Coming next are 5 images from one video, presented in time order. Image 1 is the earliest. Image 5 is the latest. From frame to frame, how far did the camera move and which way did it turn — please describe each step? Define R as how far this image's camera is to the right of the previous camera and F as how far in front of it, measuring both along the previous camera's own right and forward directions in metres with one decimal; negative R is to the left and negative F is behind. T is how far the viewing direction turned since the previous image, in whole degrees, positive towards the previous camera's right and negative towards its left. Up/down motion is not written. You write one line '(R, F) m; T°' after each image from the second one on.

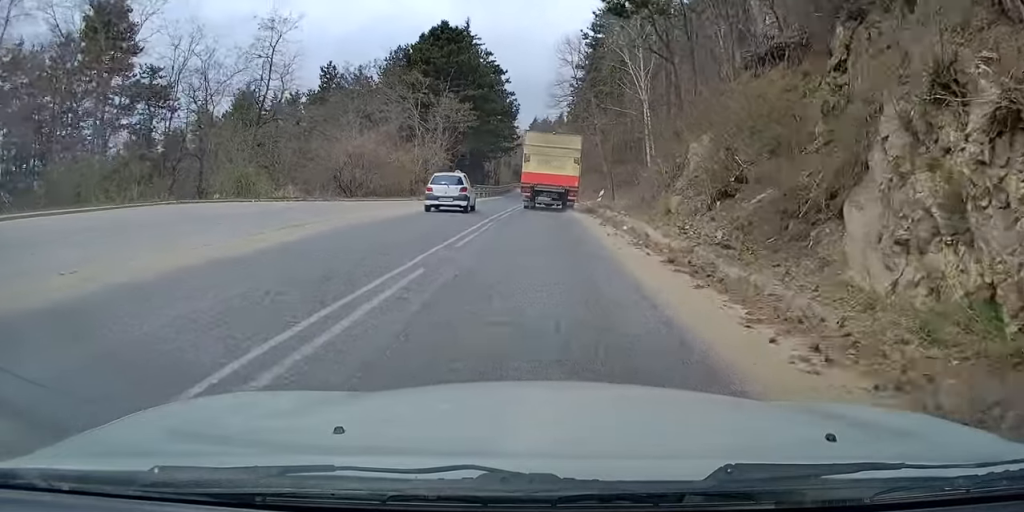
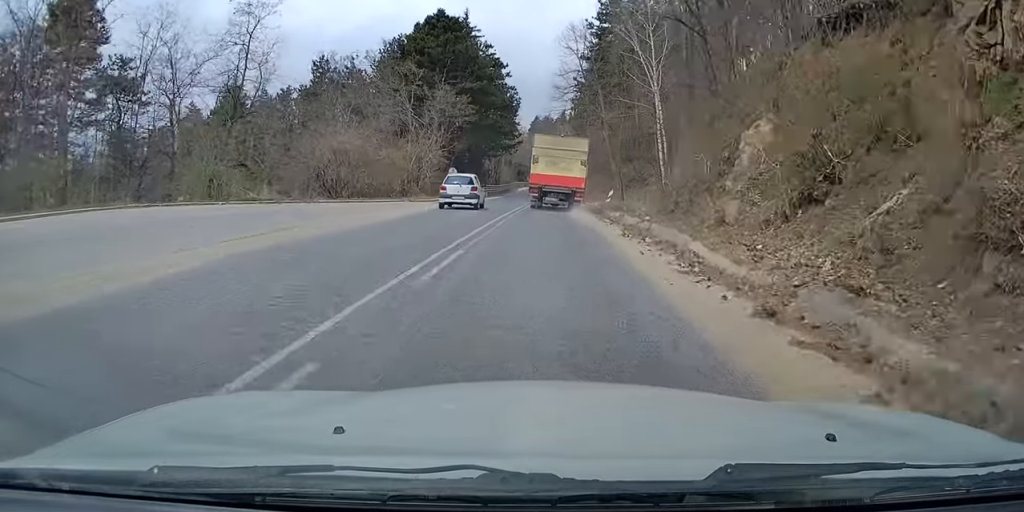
(-0.1, +5.7) m; -4°
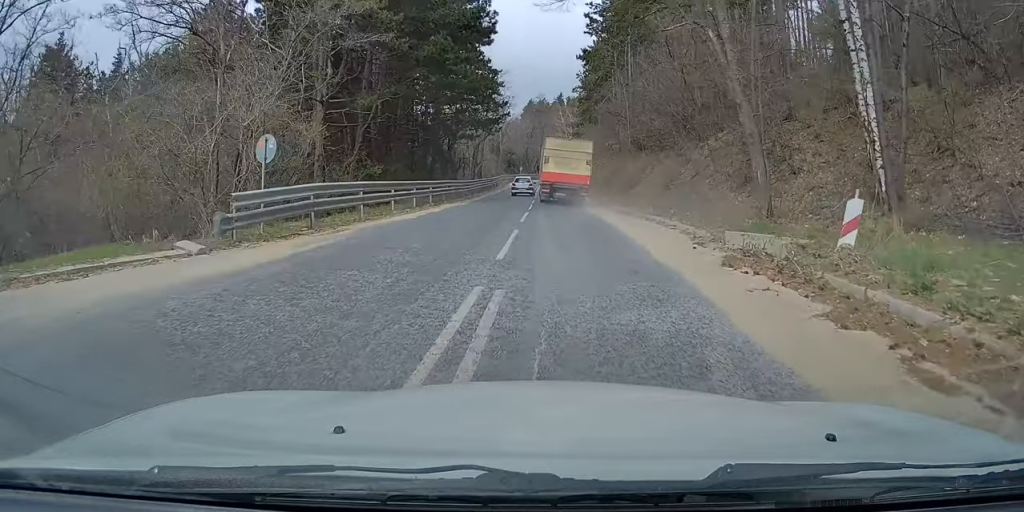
(-5.0, +39.5) m; -11°
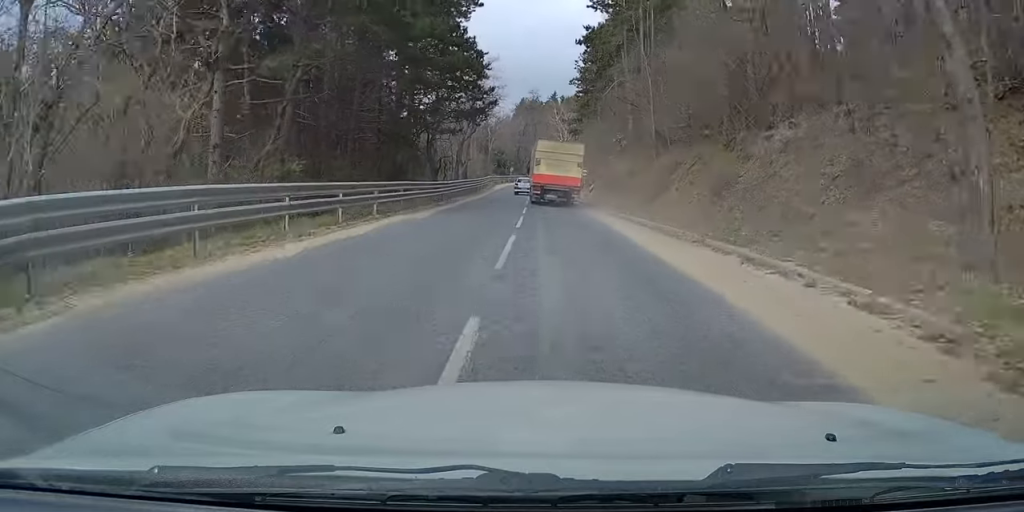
(0.0, +11.1) m; -2°
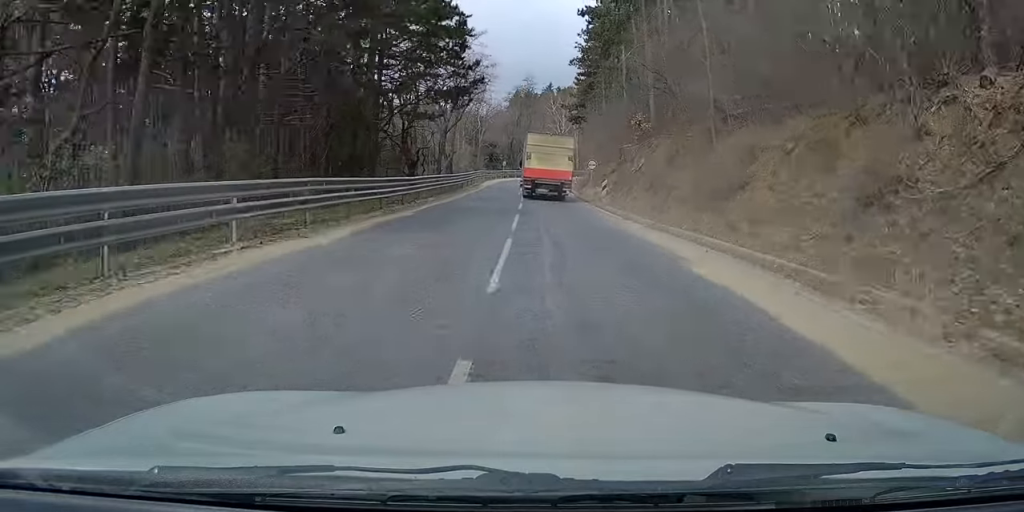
(-0.3, +11.4) m; -1°
